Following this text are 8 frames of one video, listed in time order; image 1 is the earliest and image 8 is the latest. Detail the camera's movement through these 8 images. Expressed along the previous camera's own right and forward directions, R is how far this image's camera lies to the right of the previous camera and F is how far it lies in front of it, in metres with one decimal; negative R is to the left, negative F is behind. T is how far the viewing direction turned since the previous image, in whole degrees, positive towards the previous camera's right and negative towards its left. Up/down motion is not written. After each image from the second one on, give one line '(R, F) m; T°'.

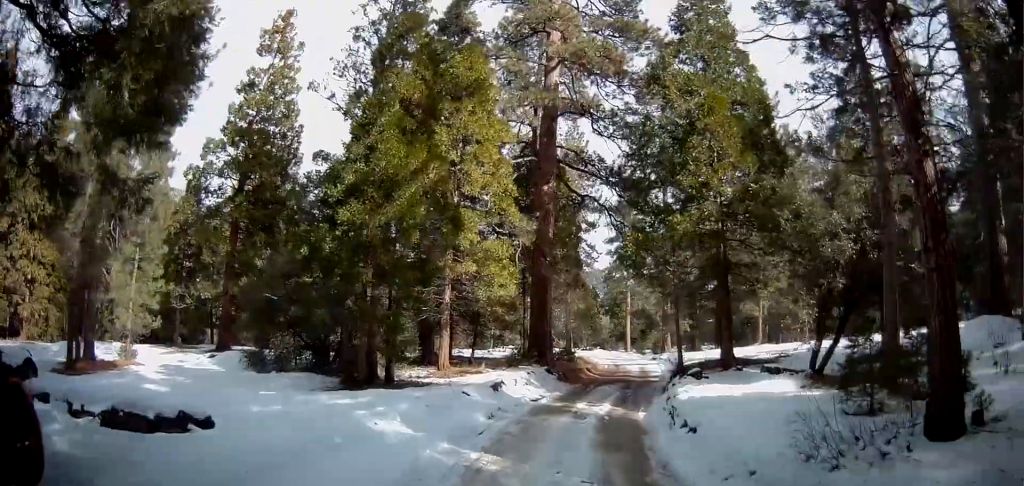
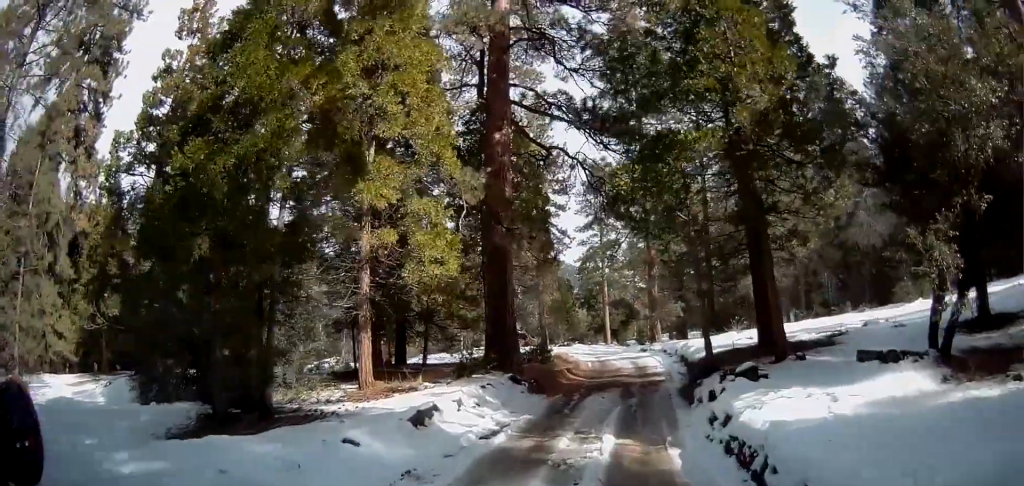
(-0.3, +7.8) m; +2°
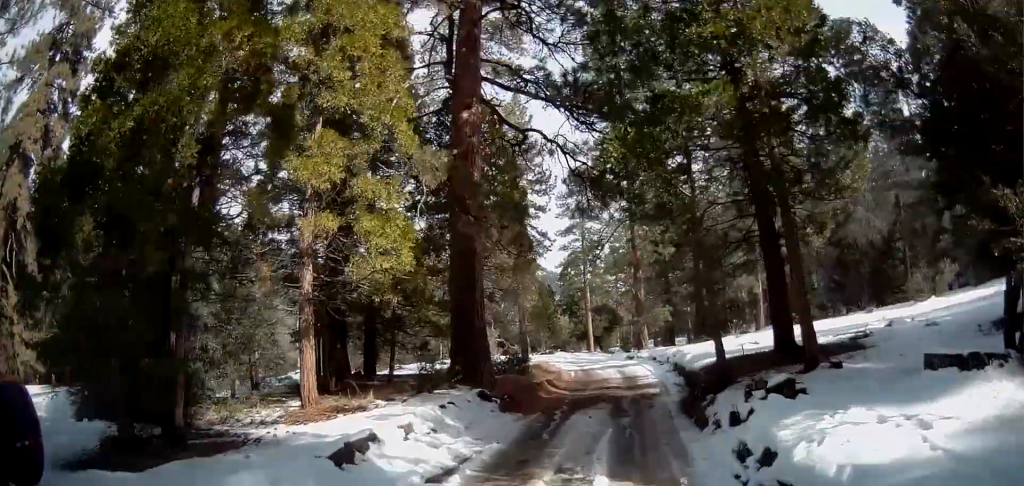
(+0.3, +2.9) m; +2°
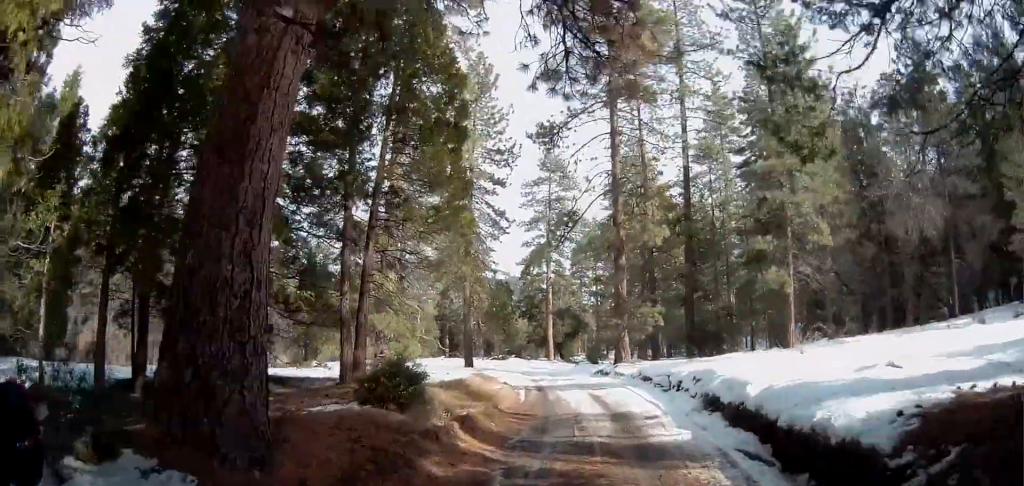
(+0.5, +12.1) m; +1°
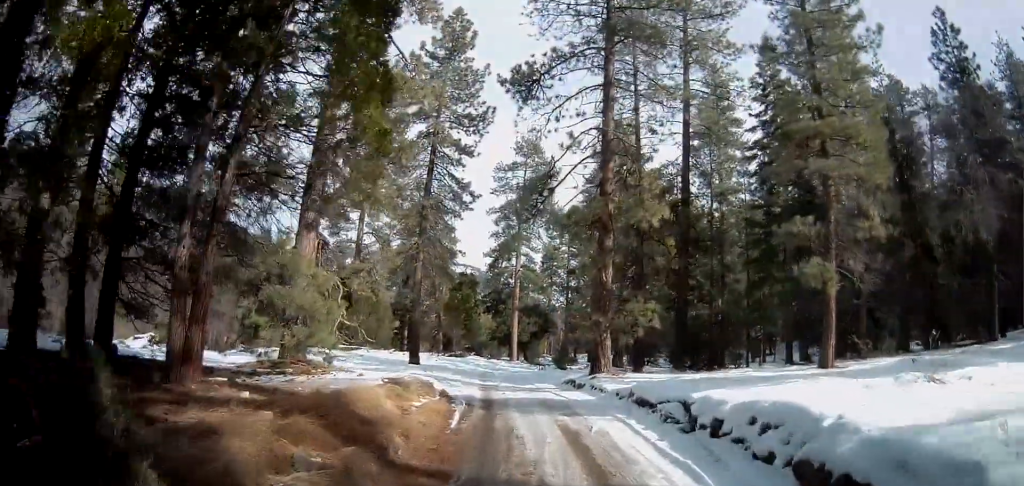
(-0.3, +8.1) m; -2°
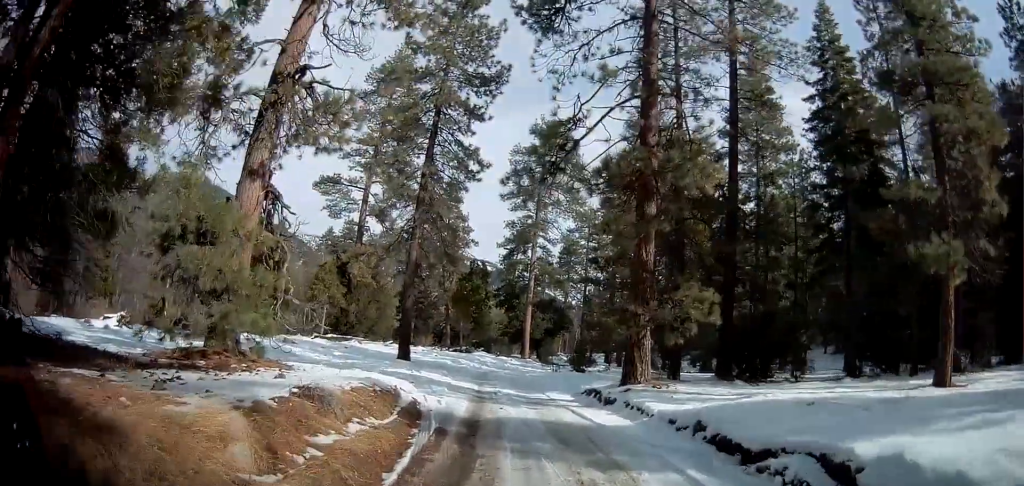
(+0.2, +7.3) m; 0°
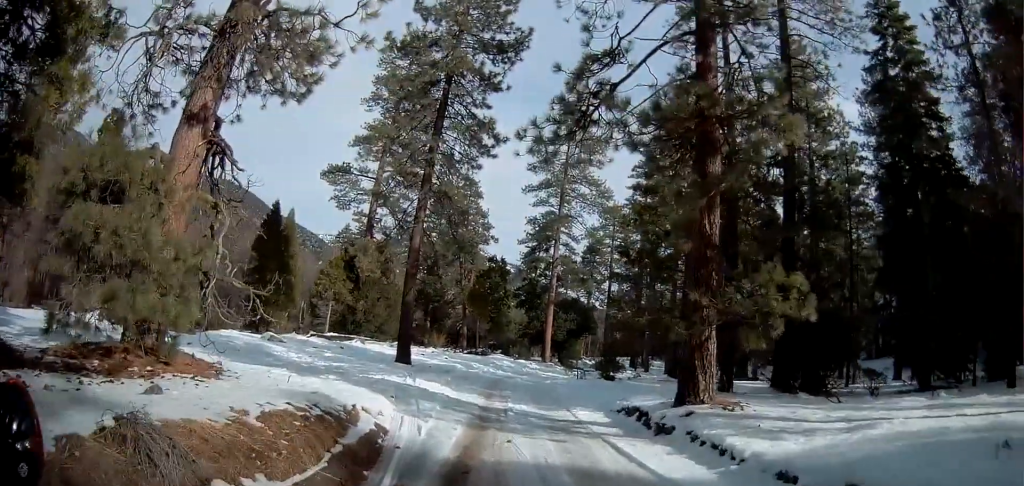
(-0.2, +5.4) m; 0°
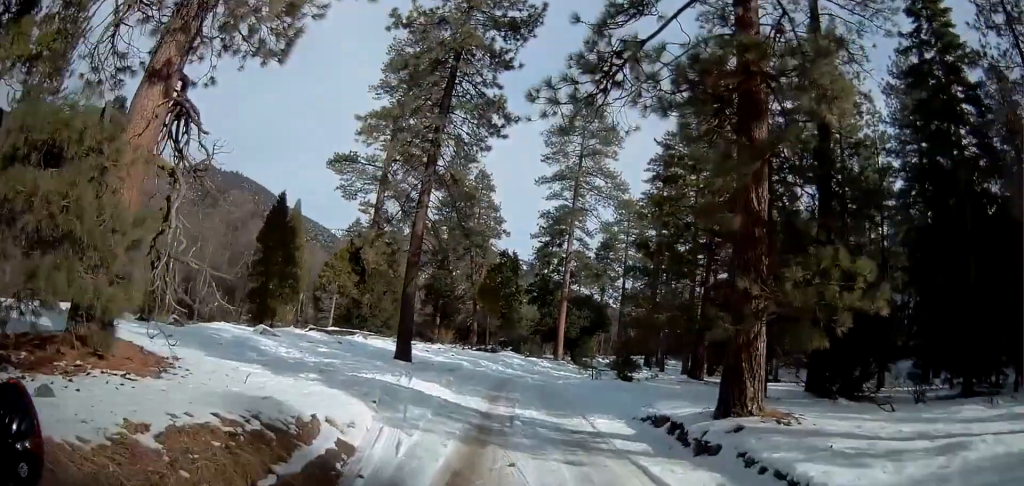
(0.0, +2.5) m; +1°
